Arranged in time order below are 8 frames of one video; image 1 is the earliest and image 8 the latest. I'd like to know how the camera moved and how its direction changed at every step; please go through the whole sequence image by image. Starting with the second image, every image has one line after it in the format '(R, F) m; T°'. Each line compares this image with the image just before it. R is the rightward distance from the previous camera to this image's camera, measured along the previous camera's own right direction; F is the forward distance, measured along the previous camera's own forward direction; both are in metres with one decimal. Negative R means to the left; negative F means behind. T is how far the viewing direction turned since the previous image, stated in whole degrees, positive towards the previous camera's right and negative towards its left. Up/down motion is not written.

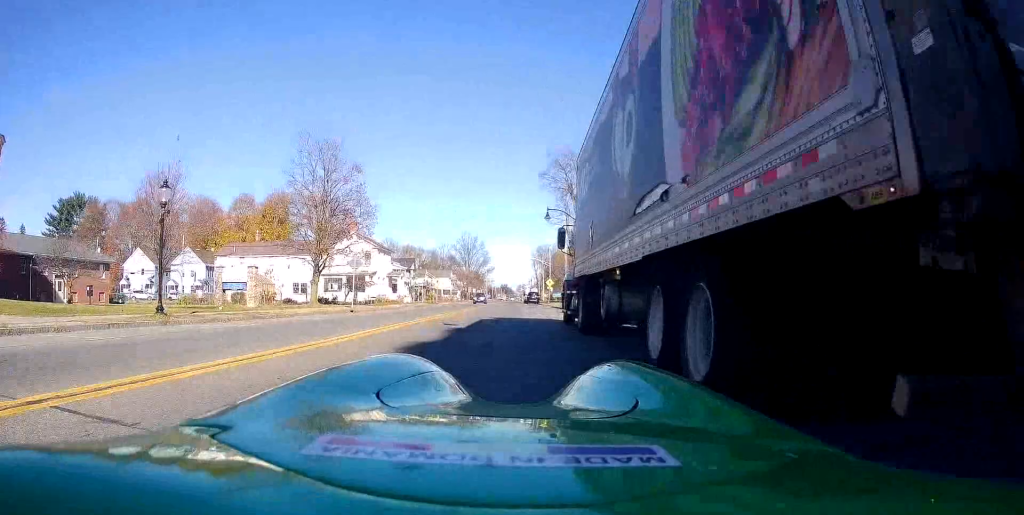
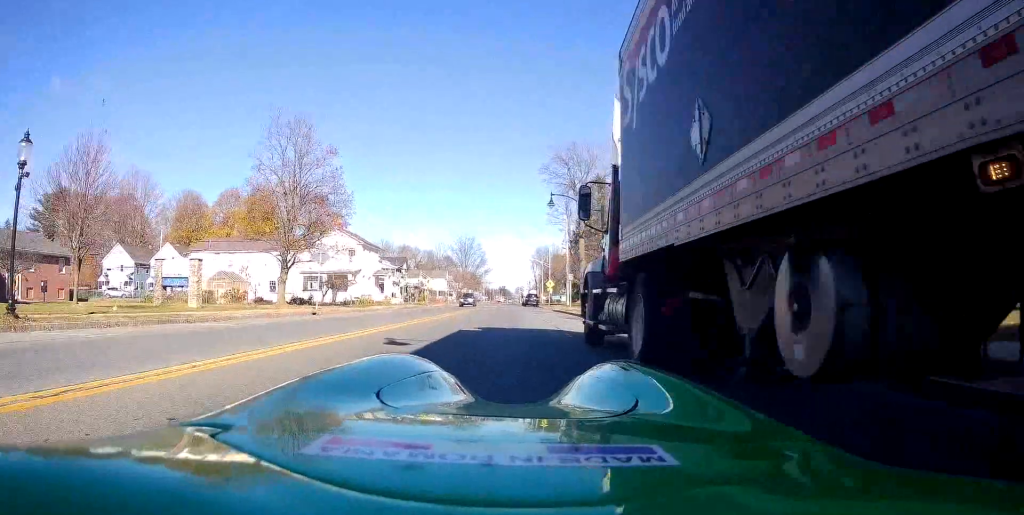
(-0.4, +5.9) m; +1°
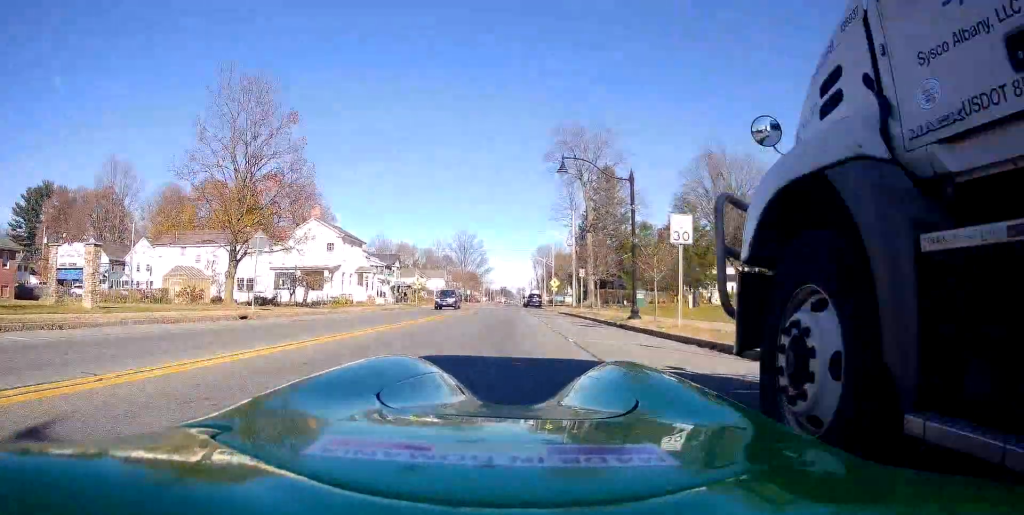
(+0.6, +8.4) m; +4°
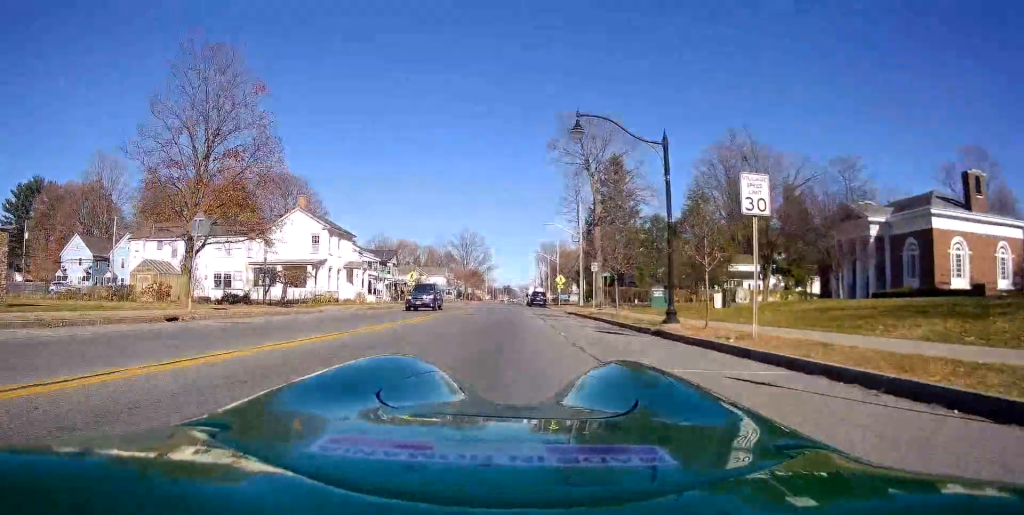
(0.0, +5.1) m; 0°
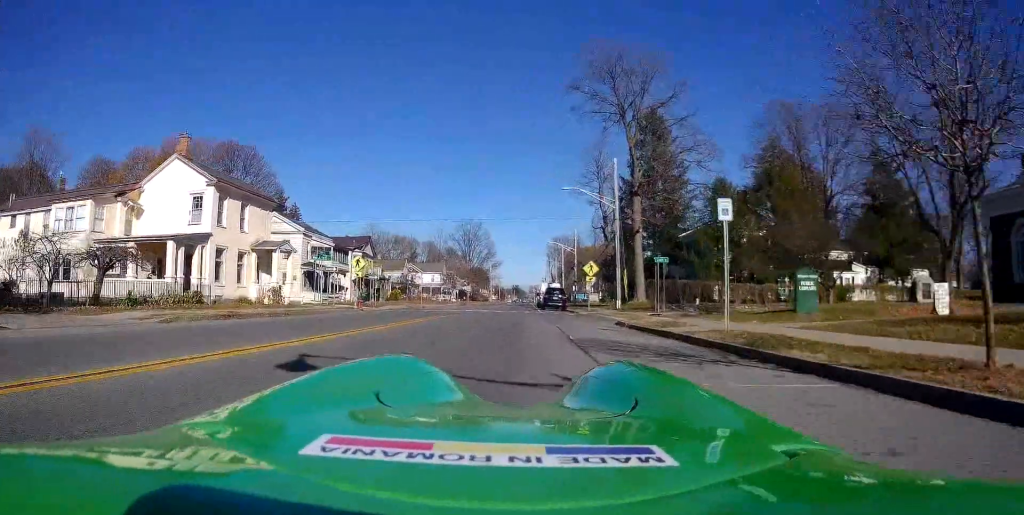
(-1.2, +21.8) m; -4°
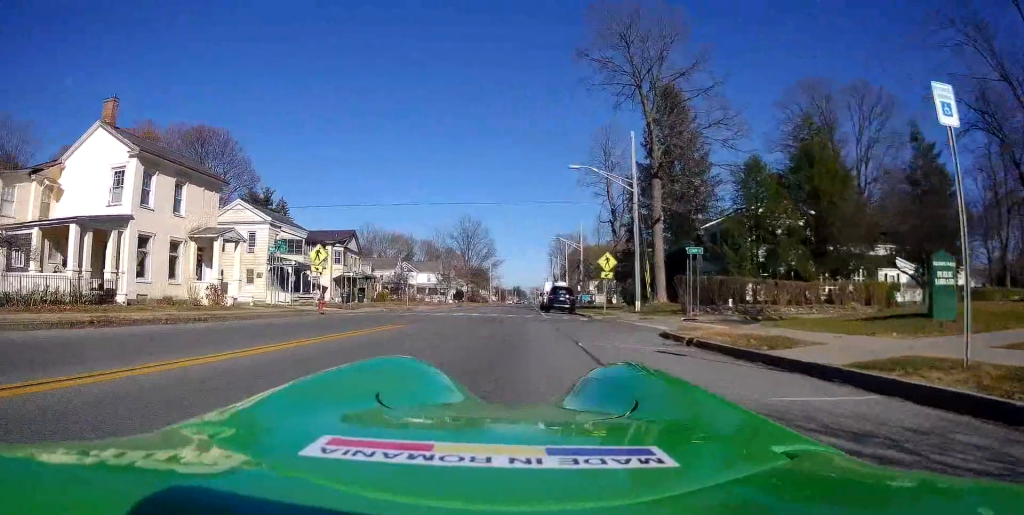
(+0.4, +7.6) m; +3°
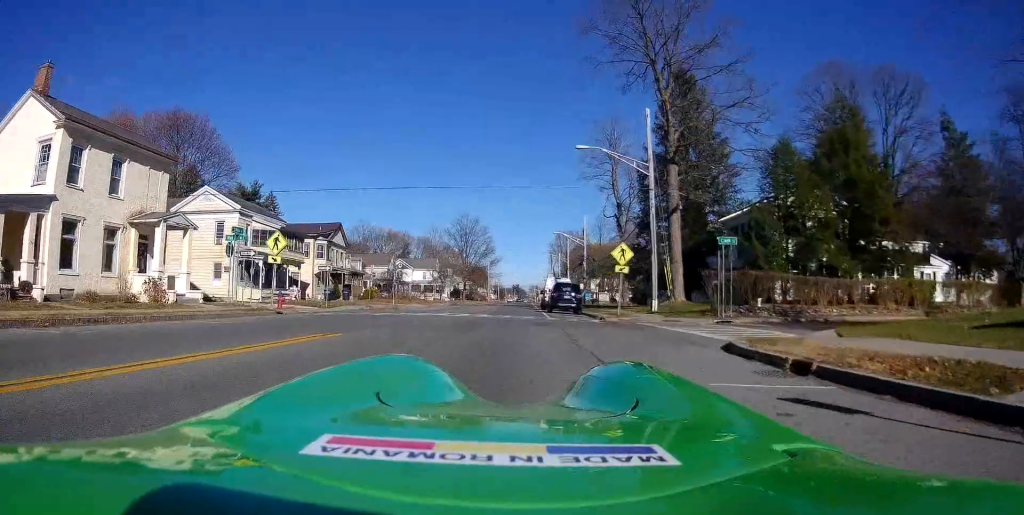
(+0.1, +5.1) m; -1°
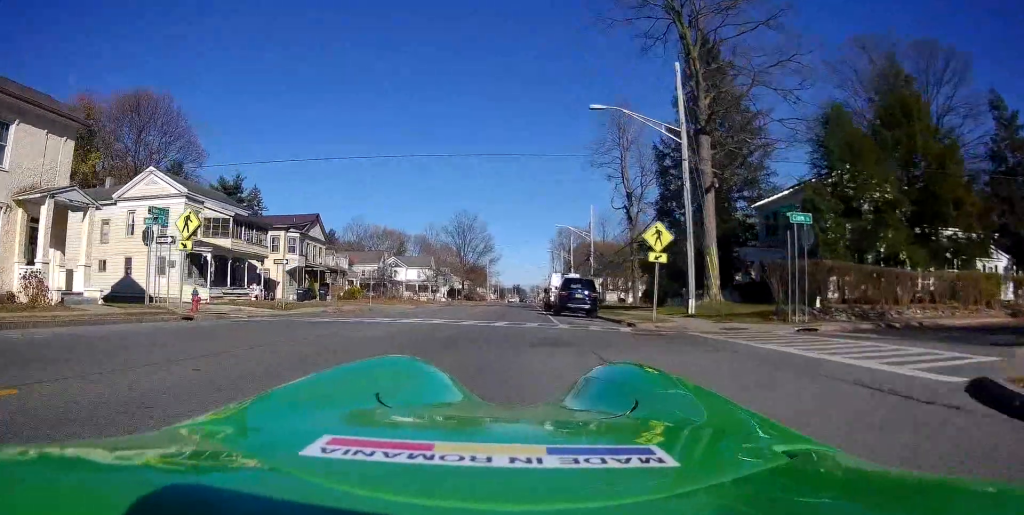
(-0.1, +7.4) m; -2°
